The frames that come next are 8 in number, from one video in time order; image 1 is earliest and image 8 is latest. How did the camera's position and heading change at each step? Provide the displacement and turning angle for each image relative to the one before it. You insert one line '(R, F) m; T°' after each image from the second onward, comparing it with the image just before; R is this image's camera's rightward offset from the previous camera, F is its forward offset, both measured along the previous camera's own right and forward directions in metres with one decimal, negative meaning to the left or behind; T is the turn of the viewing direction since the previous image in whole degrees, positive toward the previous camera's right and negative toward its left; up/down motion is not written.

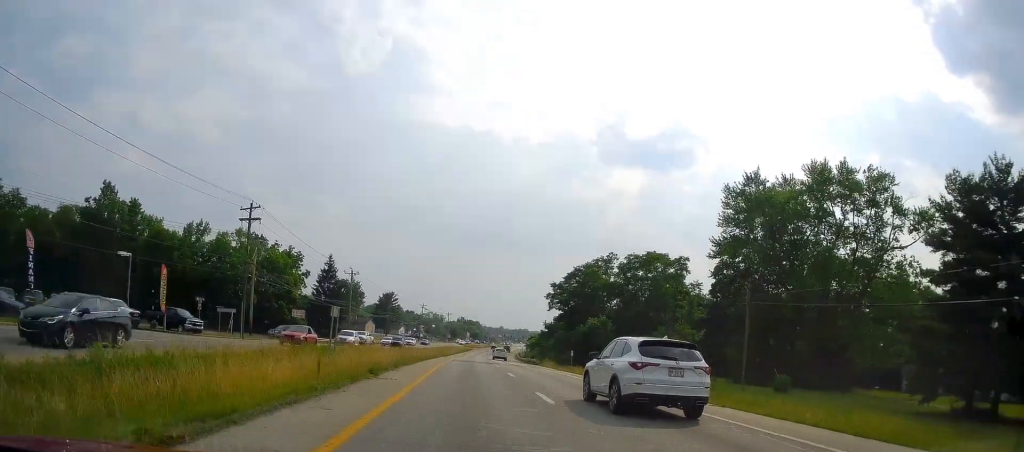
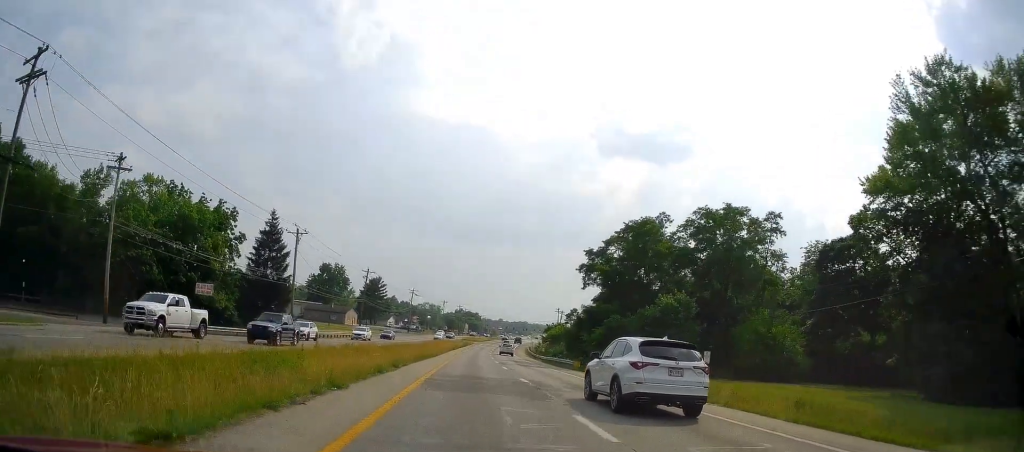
(-0.1, +30.3) m; -1°
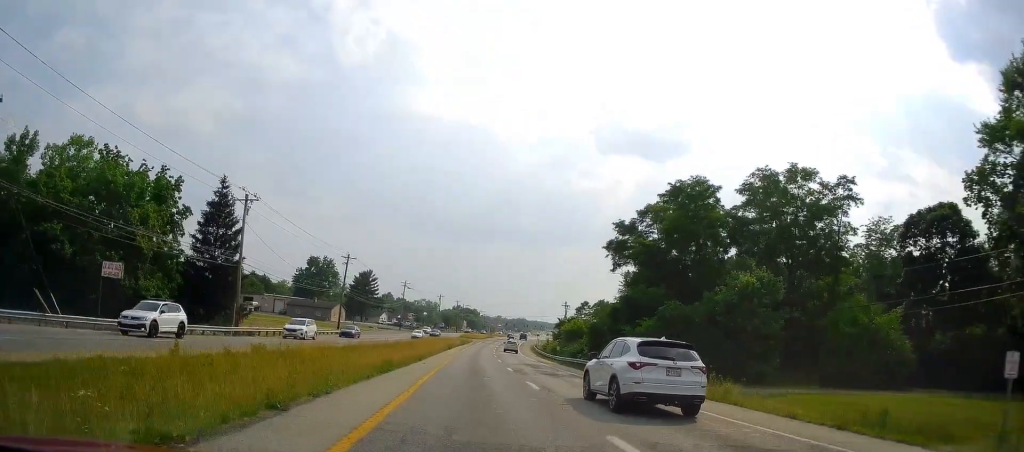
(-0.1, +15.1) m; 0°
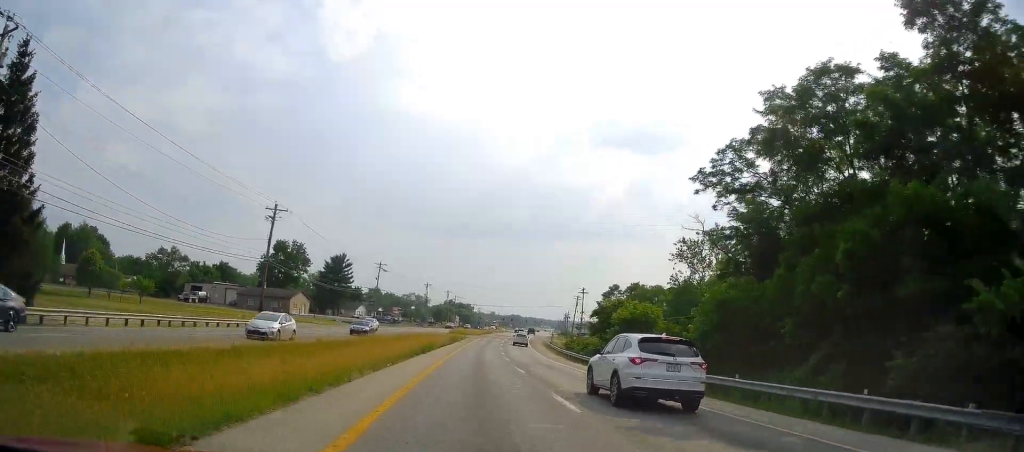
(+0.5, +30.7) m; +3°
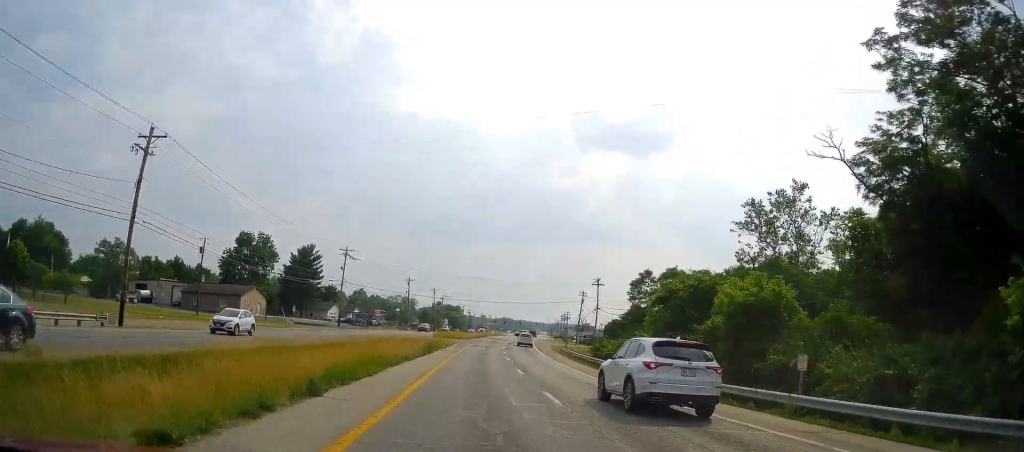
(+0.5, +22.5) m; 0°
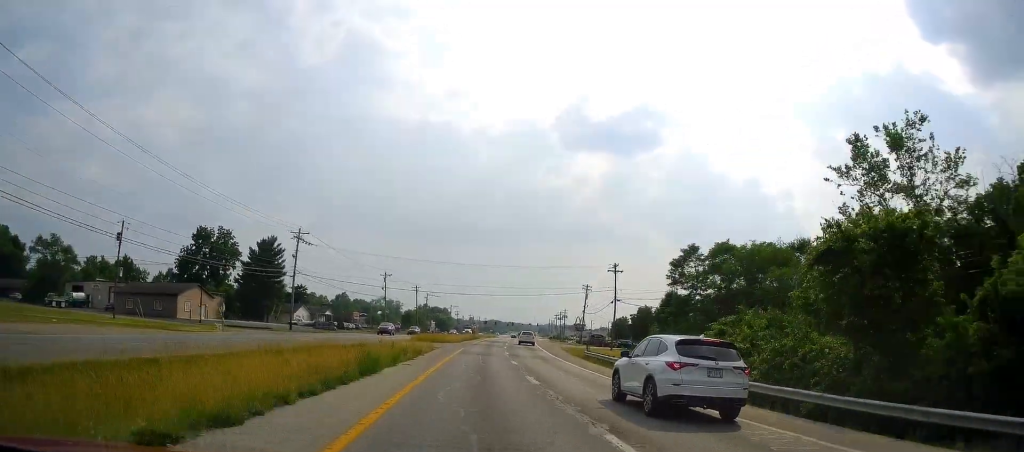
(-0.2, +19.4) m; 0°
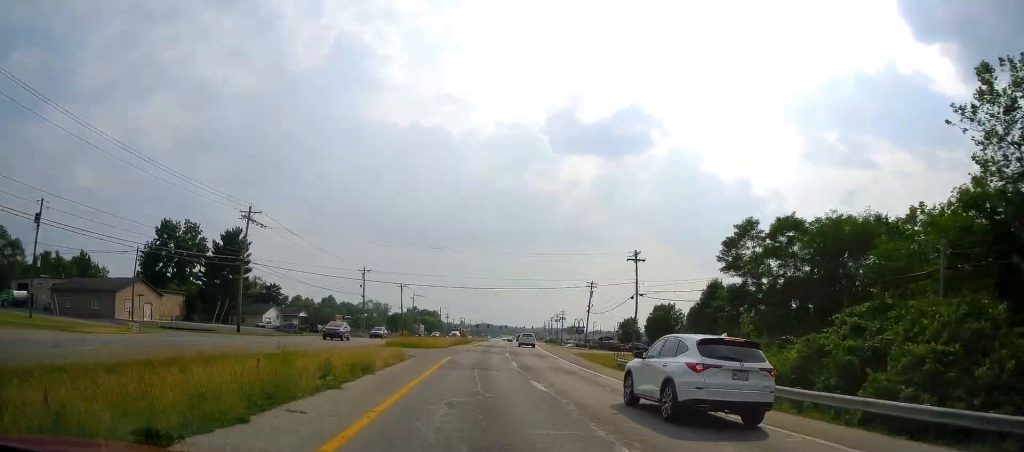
(0.0, +14.1) m; +1°
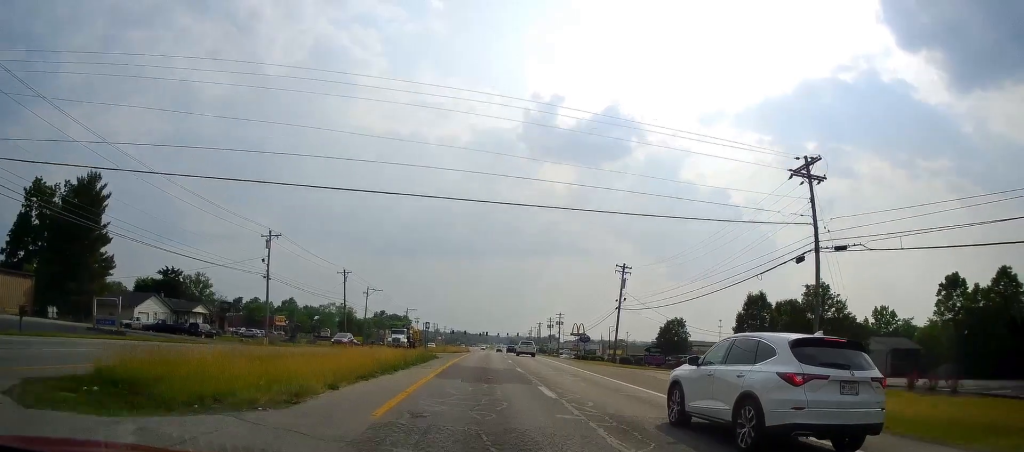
(+0.9, +38.8) m; +1°
